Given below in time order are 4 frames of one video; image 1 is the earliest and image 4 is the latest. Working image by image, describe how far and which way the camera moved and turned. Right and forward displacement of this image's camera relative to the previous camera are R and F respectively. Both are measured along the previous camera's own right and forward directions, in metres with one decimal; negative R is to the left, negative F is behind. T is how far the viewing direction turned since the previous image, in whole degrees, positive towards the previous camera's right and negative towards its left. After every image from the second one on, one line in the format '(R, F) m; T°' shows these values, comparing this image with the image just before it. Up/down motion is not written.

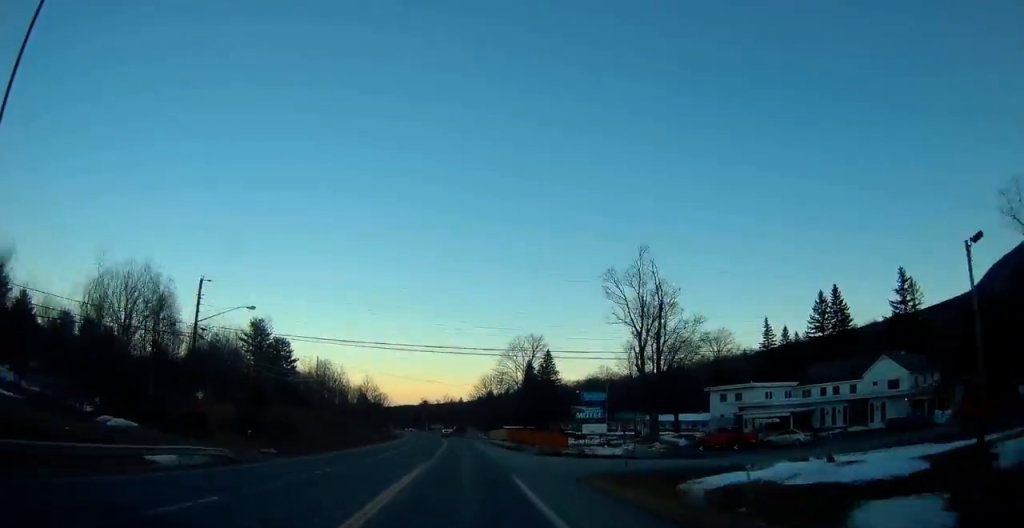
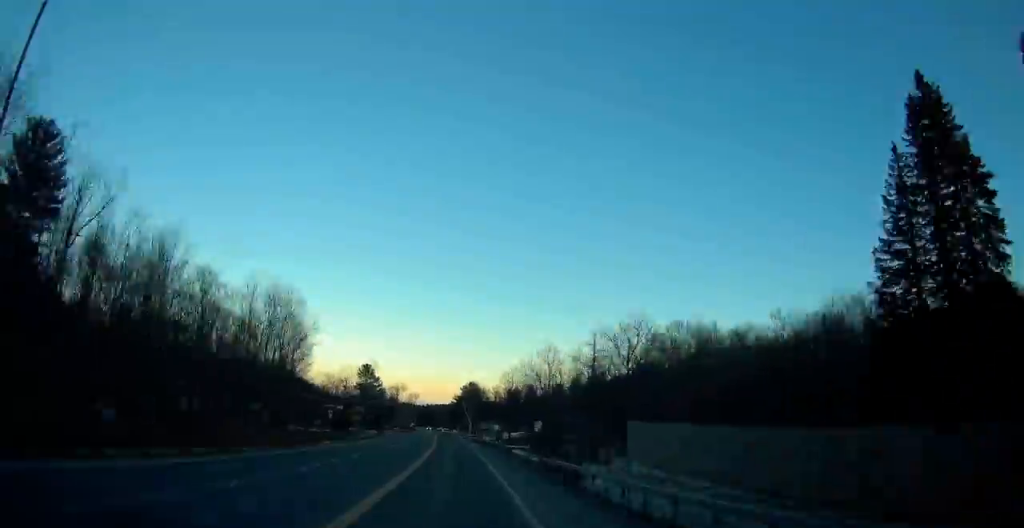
(-5.2, +139.1) m; -5°
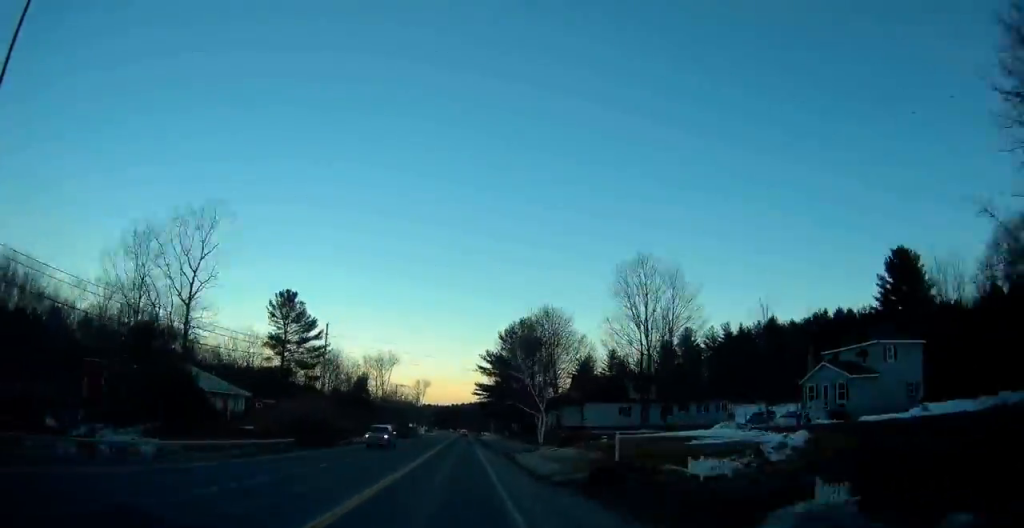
(-3.7, +111.1) m; -3°
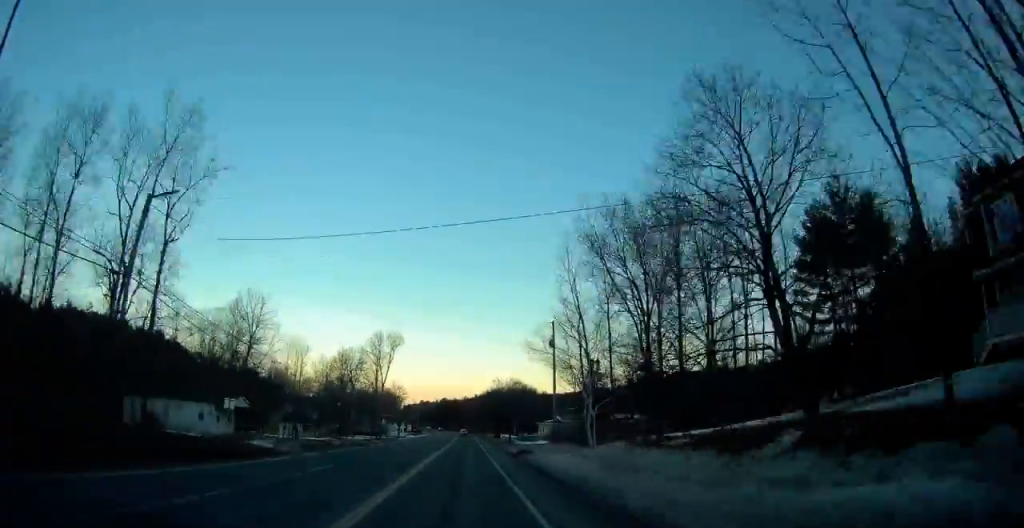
(-0.5, +108.6) m; 0°
